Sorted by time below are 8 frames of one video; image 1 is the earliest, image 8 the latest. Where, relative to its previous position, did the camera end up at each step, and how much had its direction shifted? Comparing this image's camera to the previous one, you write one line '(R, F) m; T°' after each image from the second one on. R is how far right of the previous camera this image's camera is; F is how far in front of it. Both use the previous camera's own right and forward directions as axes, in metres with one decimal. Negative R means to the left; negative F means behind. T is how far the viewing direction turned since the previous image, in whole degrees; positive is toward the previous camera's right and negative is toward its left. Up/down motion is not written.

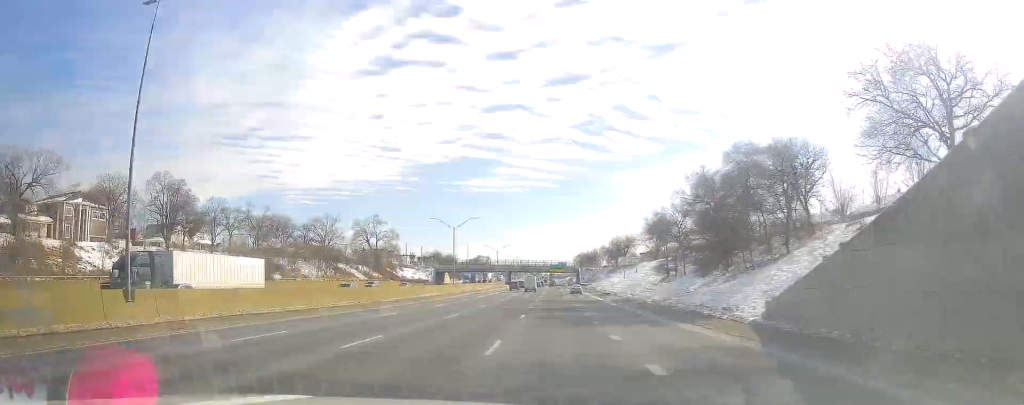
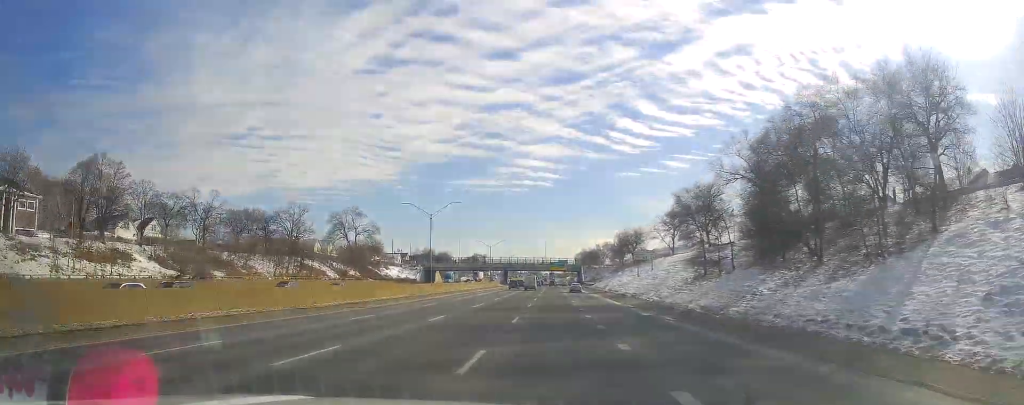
(-0.1, +19.0) m; 0°
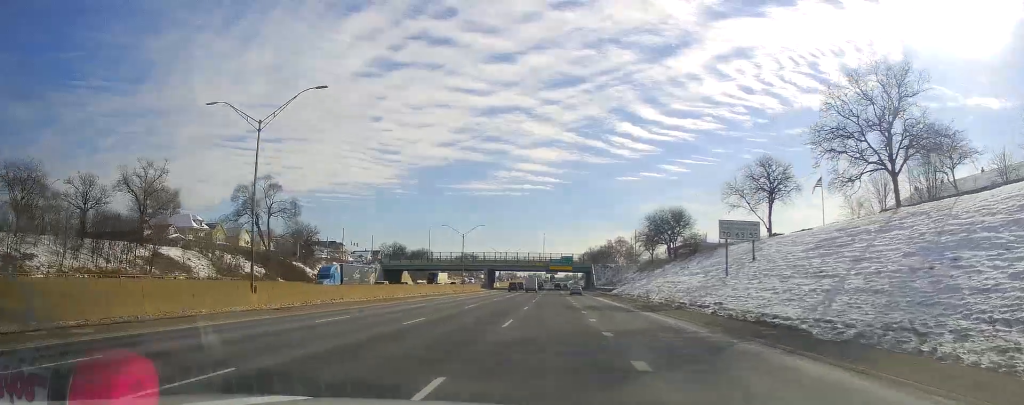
(-0.3, +50.9) m; 0°
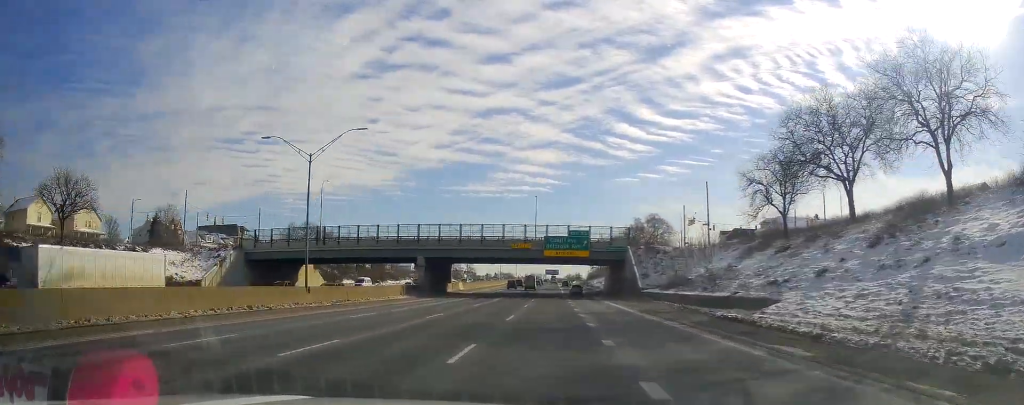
(-0.9, +72.6) m; -1°
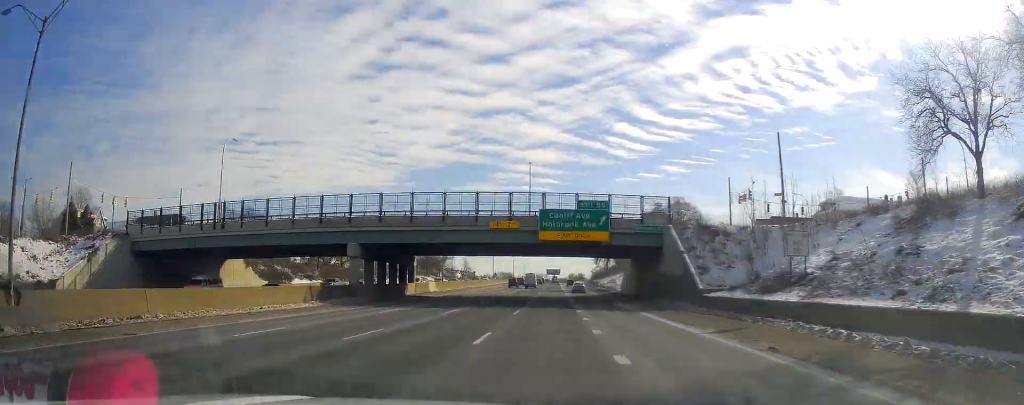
(+0.3, +26.8) m; +1°
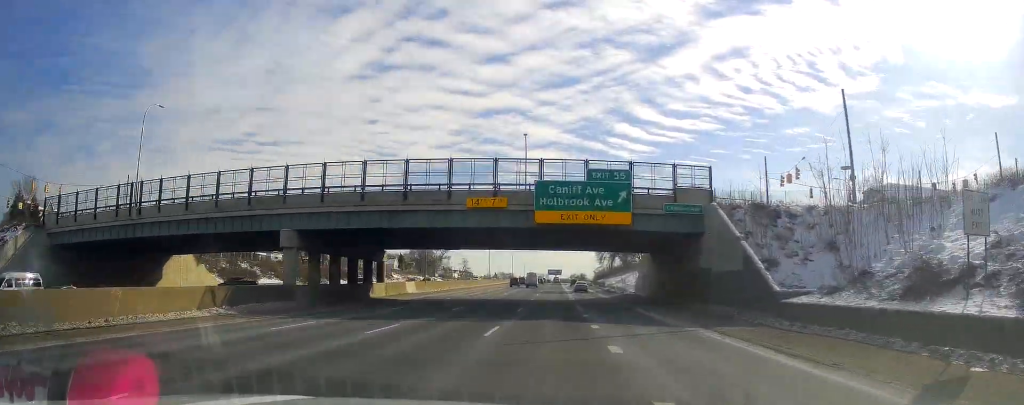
(+0.3, +13.4) m; 0°
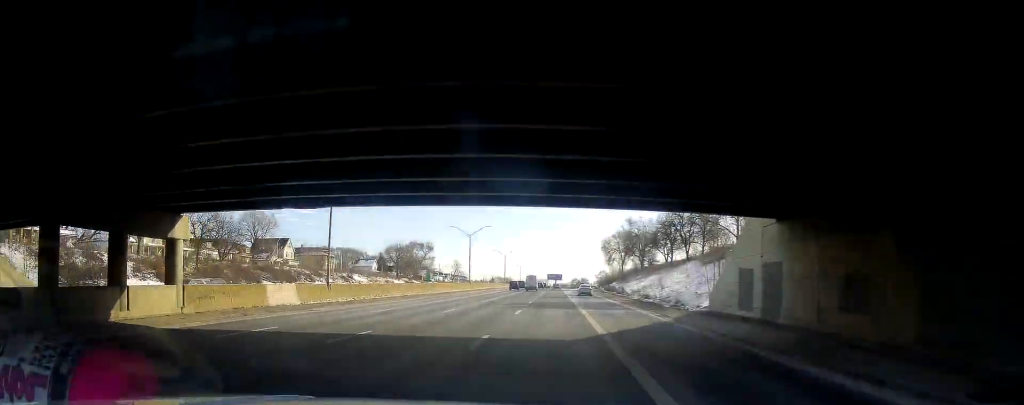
(-0.6, +34.0) m; 0°
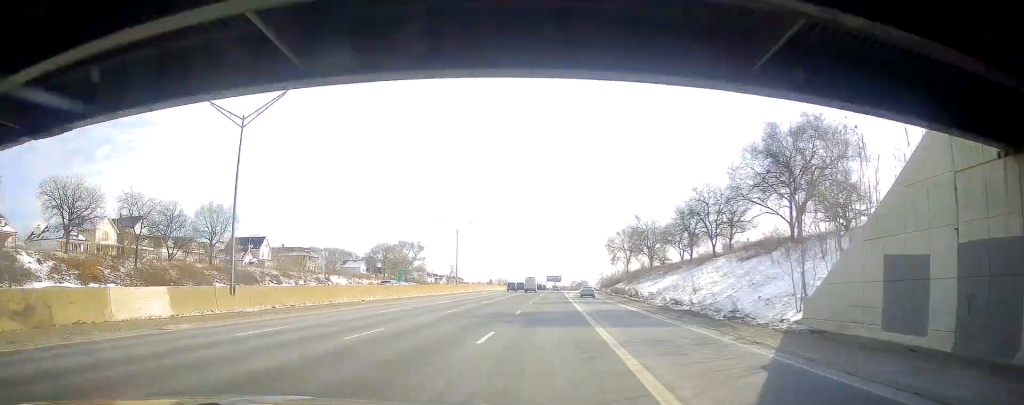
(+0.1, +14.4) m; +1°
